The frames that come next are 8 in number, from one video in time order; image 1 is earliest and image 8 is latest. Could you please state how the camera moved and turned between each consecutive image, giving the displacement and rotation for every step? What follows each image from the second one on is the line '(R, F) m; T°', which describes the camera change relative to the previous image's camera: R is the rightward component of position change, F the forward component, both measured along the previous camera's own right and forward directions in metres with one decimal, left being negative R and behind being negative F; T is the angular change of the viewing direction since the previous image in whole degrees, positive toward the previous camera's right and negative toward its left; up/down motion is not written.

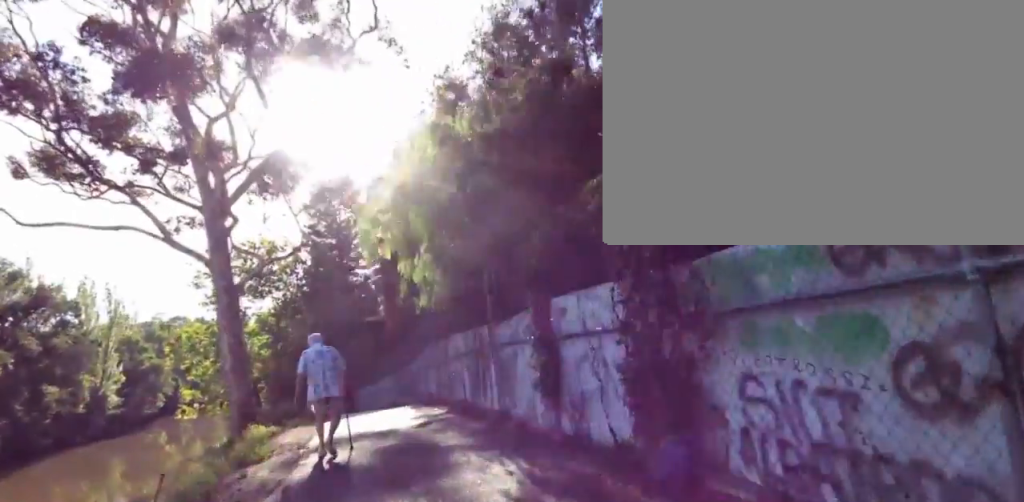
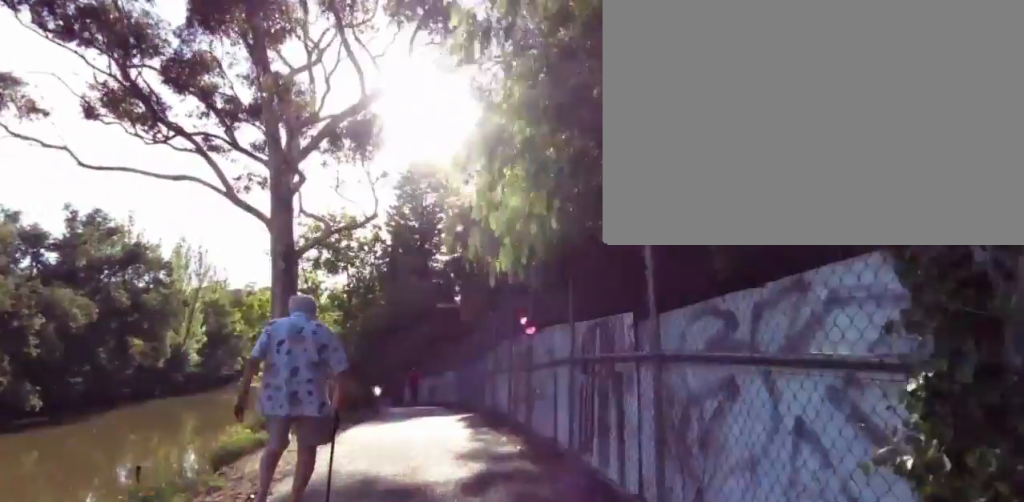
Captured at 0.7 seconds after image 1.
(+0.8, +4.6) m; -2°
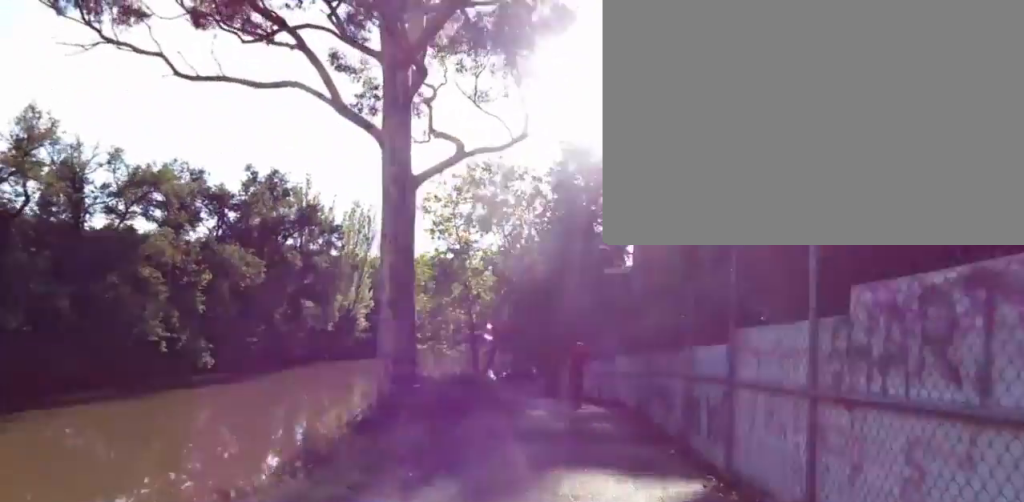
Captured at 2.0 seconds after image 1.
(-1.8, +8.3) m; -12°
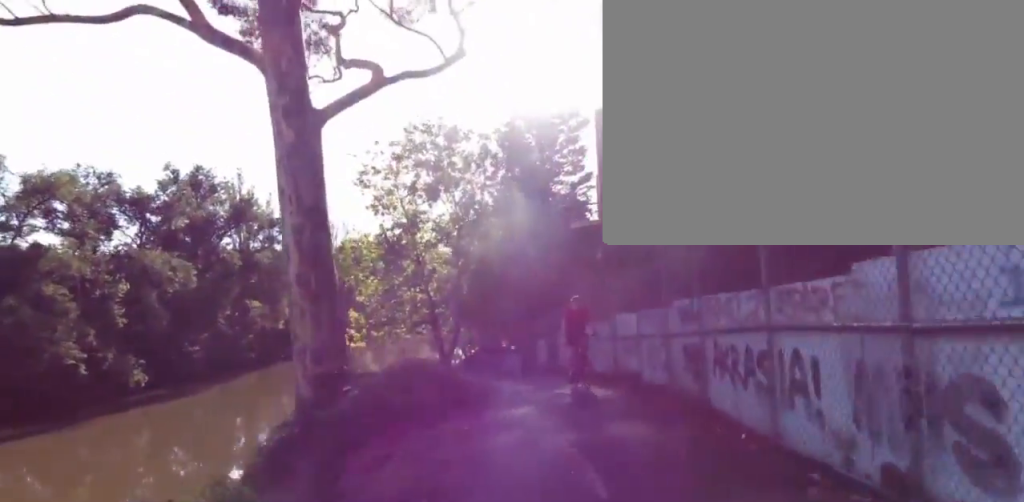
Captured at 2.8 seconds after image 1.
(0.0, +4.8) m; +2°
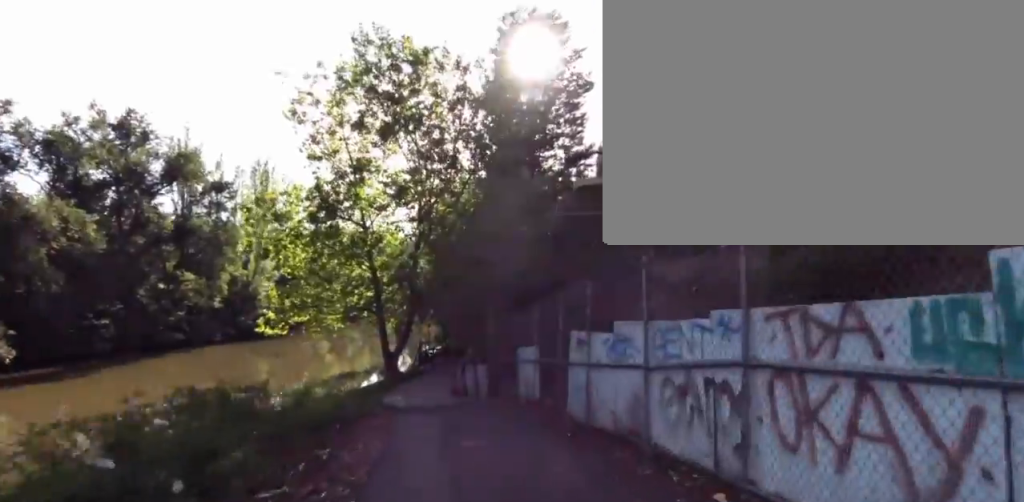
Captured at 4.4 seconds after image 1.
(+1.7, +10.9) m; -1°
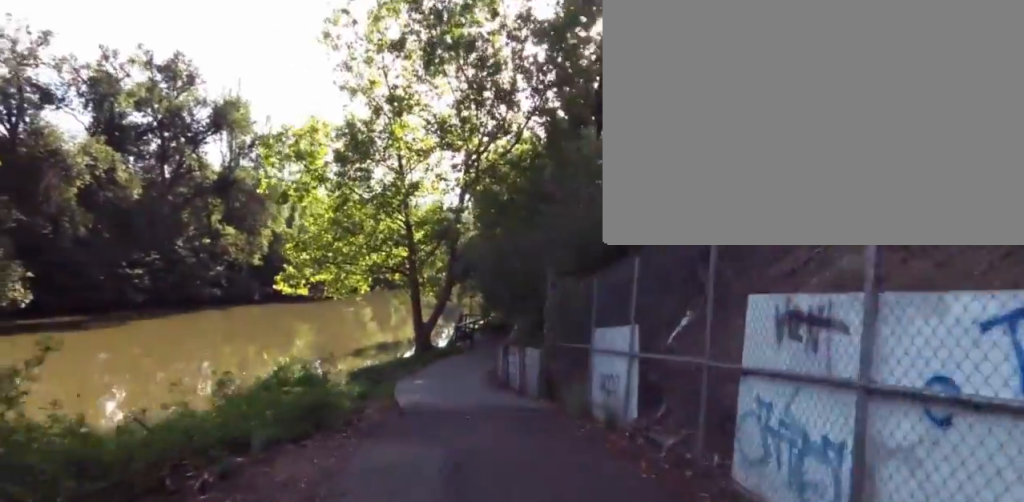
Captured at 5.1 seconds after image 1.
(-1.1, +5.3) m; -9°
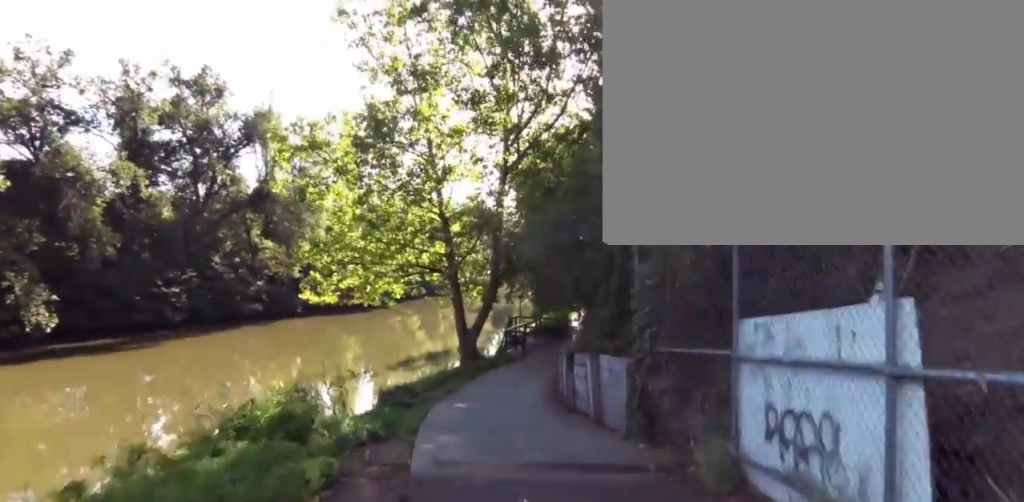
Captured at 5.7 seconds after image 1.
(-1.0, +3.9) m; -5°
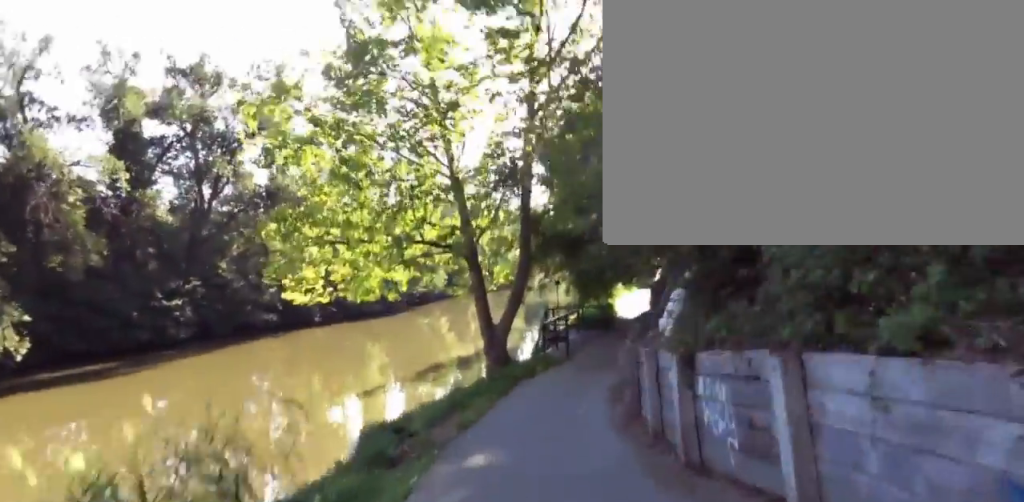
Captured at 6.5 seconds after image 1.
(+1.2, +6.3) m; 0°
